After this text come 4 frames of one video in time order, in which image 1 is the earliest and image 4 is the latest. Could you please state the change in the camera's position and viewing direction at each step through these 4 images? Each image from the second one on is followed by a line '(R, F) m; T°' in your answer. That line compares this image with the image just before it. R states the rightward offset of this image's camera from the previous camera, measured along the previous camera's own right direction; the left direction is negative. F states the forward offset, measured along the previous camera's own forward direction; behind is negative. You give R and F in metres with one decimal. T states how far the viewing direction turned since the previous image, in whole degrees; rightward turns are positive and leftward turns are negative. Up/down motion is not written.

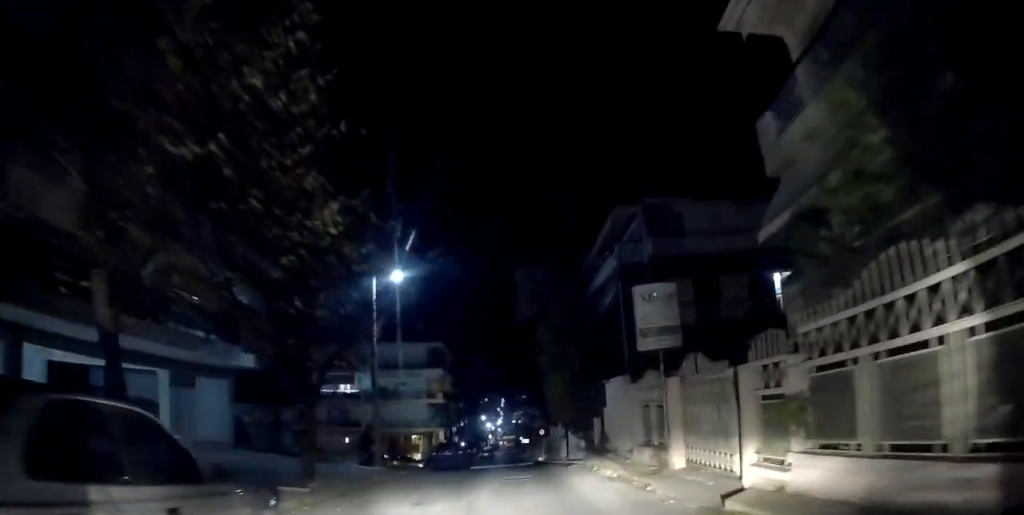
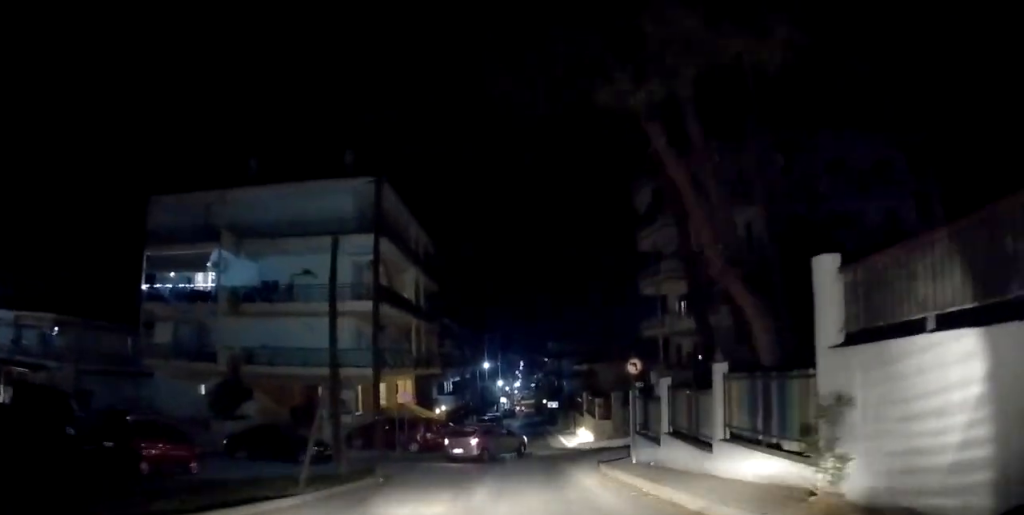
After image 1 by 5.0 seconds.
(+1.0, +32.9) m; 0°
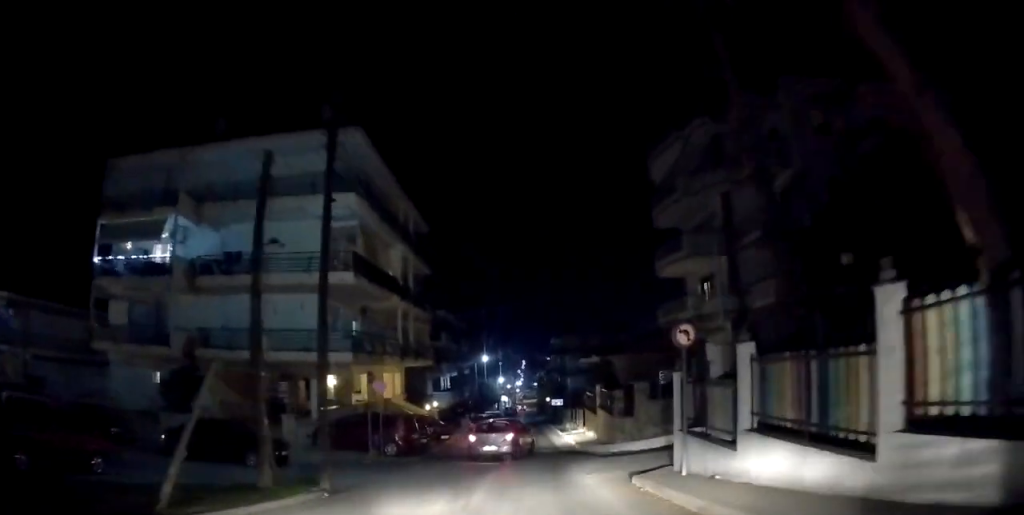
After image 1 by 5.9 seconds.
(-0.2, +4.7) m; -2°
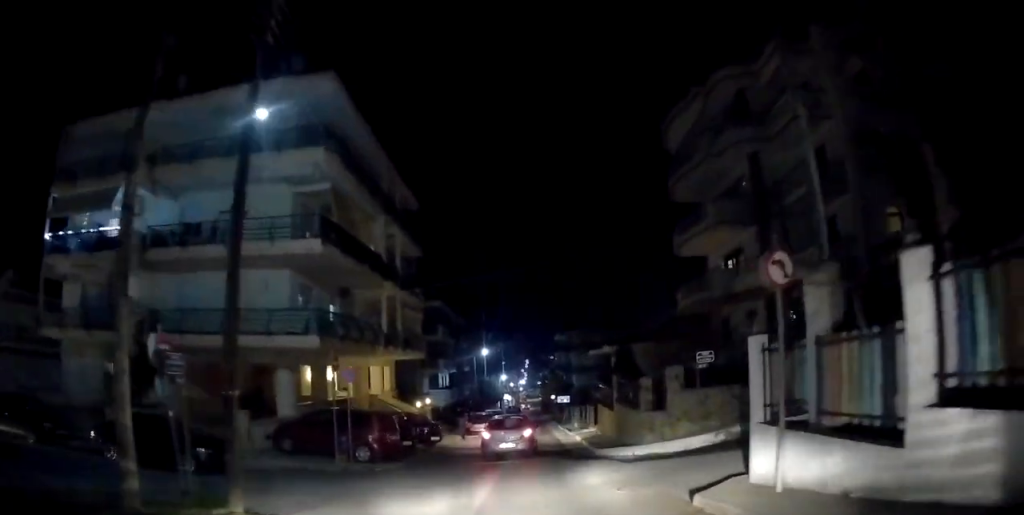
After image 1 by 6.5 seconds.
(0.0, +3.9) m; +1°
